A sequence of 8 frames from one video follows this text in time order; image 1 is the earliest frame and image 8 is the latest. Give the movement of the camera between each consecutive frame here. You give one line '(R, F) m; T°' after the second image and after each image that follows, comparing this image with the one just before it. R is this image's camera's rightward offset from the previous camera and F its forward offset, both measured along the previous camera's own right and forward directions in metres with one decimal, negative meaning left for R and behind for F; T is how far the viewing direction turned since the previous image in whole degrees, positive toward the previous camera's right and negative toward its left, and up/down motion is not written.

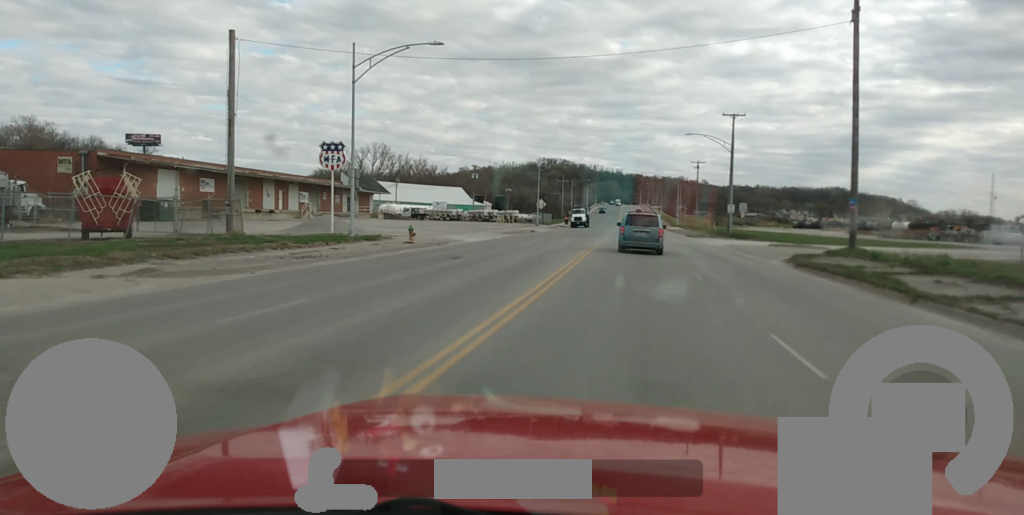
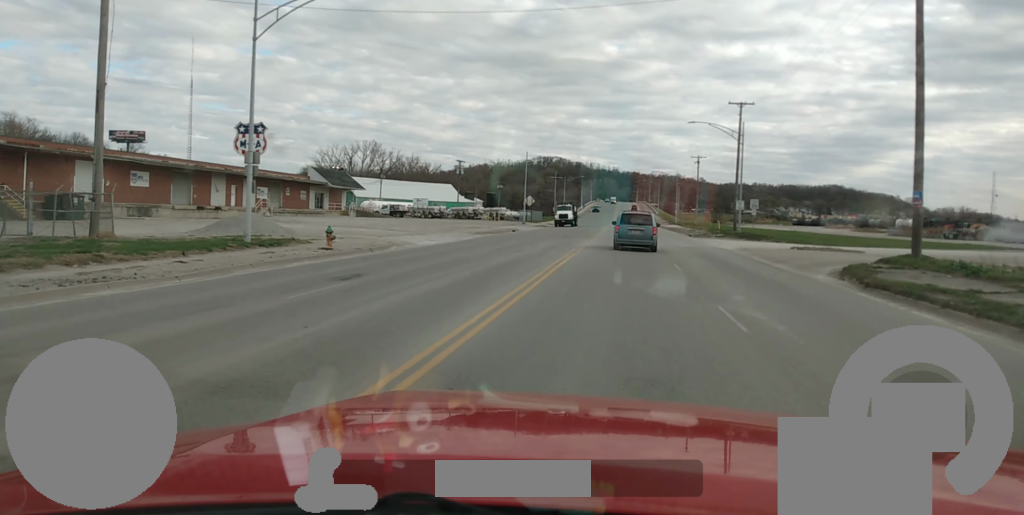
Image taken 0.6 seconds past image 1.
(-0.2, +9.1) m; -1°
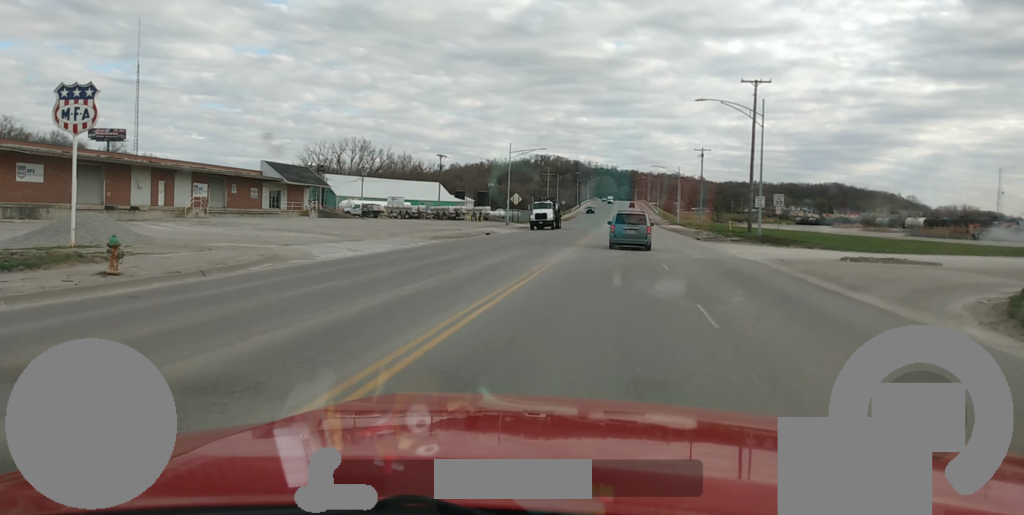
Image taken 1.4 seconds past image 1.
(-0.1, +10.6) m; -1°
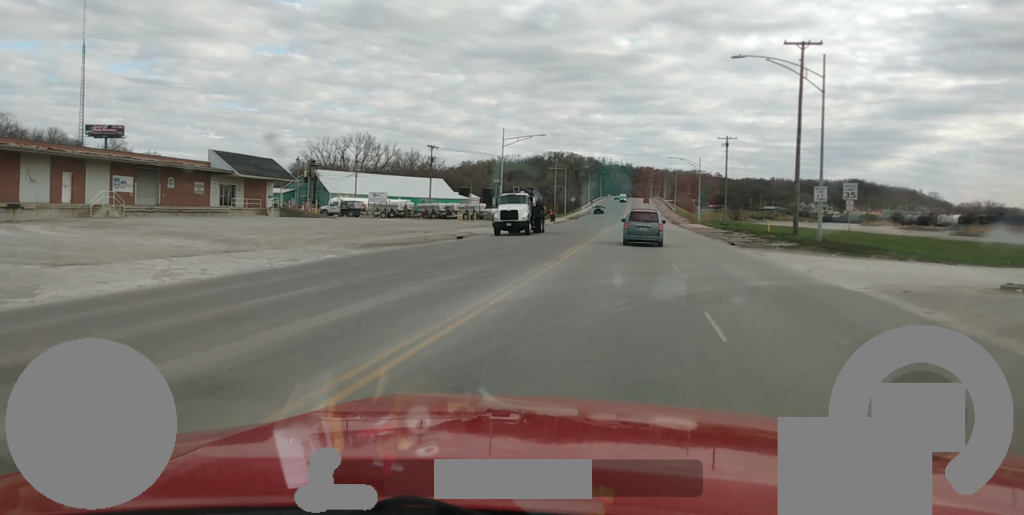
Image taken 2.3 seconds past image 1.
(-0.1, +13.2) m; -1°
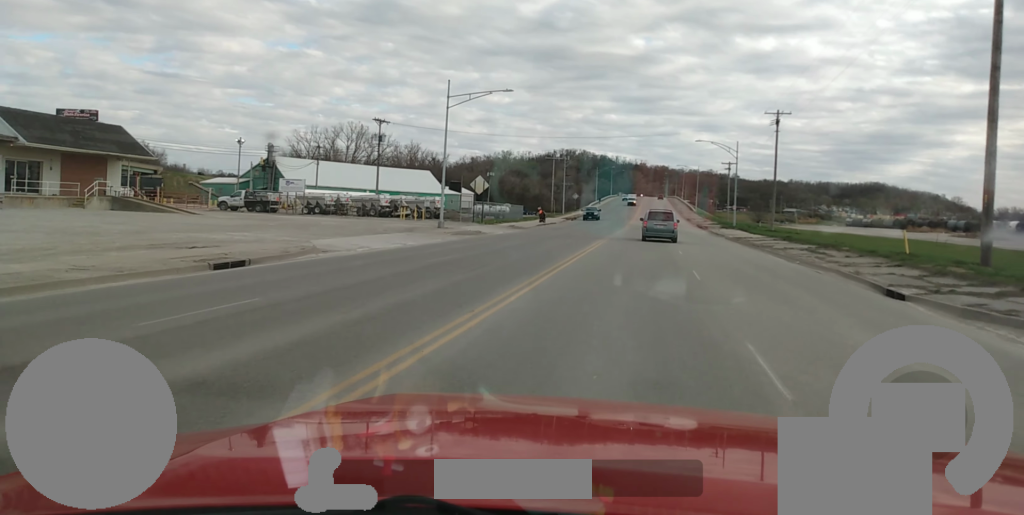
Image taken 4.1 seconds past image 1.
(-0.2, +26.9) m; -1°
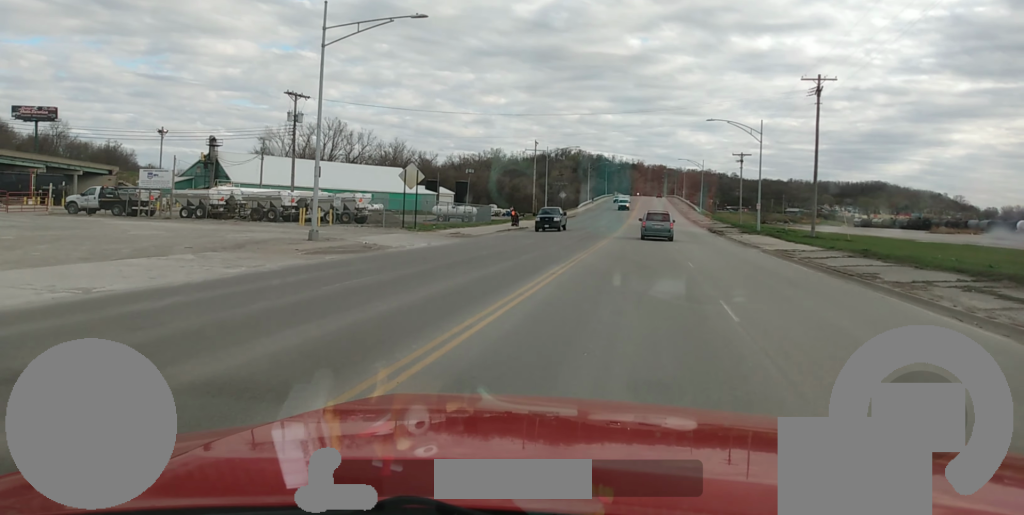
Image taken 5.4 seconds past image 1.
(-0.1, +19.0) m; 0°
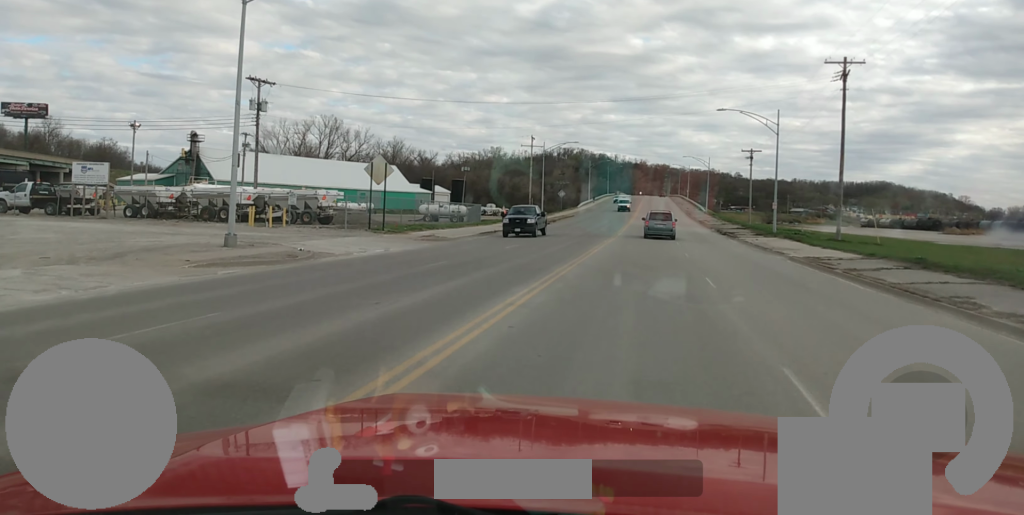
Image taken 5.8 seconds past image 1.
(0.0, +6.7) m; +1°
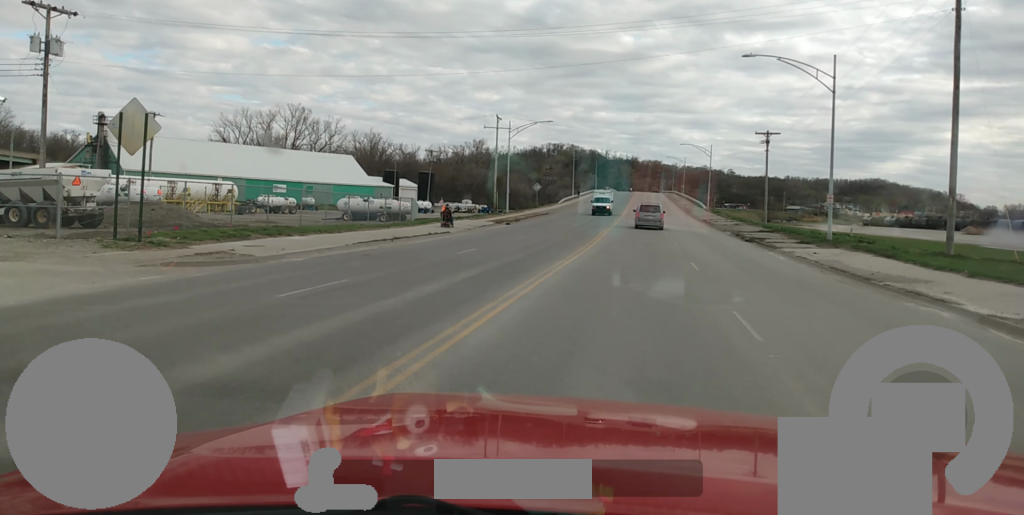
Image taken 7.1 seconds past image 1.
(+0.2, +19.7) m; +1°
